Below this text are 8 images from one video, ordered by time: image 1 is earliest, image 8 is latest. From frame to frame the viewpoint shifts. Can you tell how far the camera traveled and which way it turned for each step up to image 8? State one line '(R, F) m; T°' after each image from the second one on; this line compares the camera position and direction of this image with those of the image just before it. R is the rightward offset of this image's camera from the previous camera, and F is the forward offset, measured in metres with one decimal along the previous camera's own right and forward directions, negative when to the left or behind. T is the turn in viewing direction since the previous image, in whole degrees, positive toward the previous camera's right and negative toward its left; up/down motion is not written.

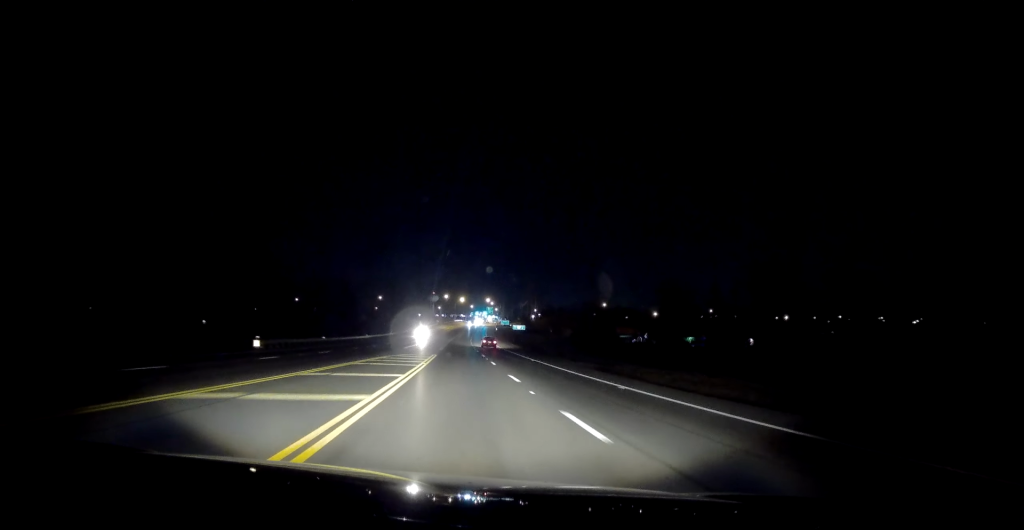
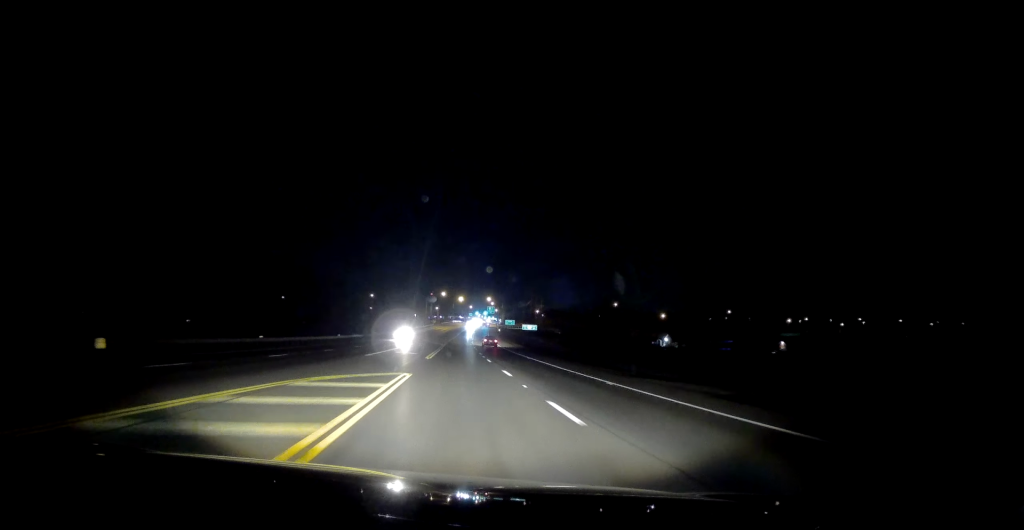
(0.0, +22.9) m; 0°
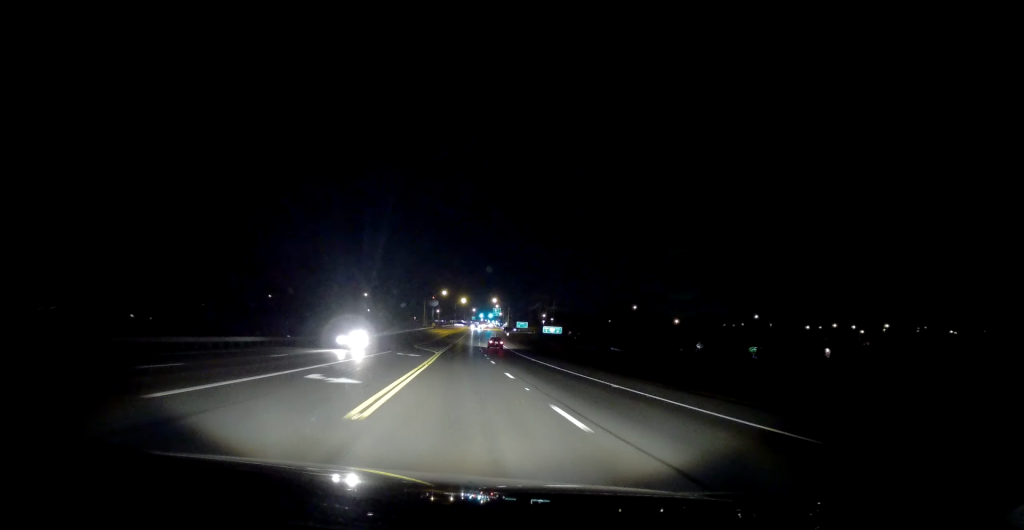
(0.0, +24.7) m; 0°
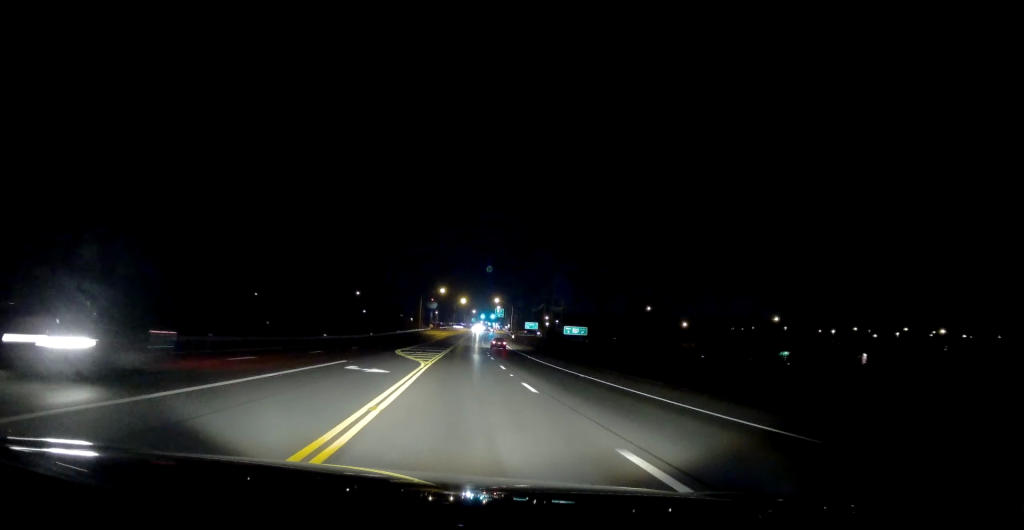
(0.0, +17.6) m; 0°
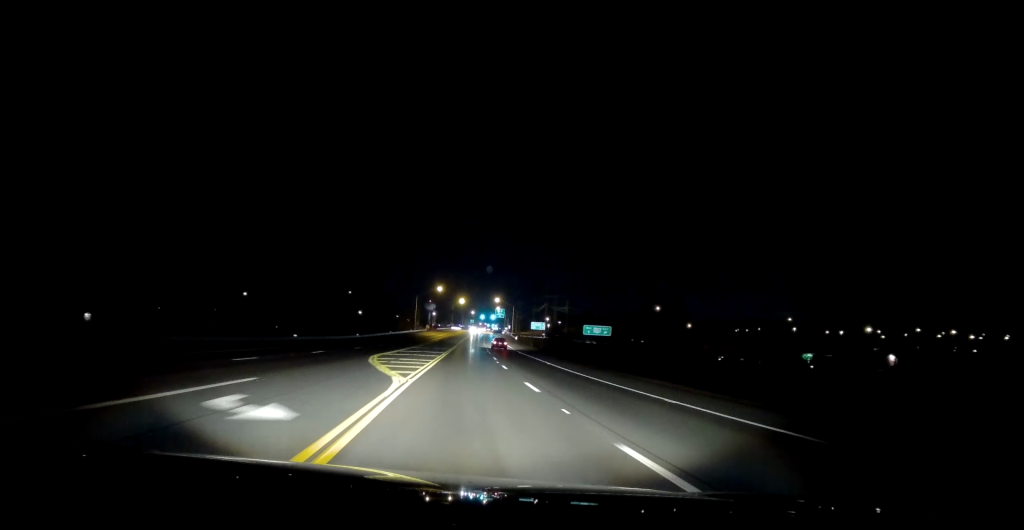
(0.0, +11.6) m; 0°
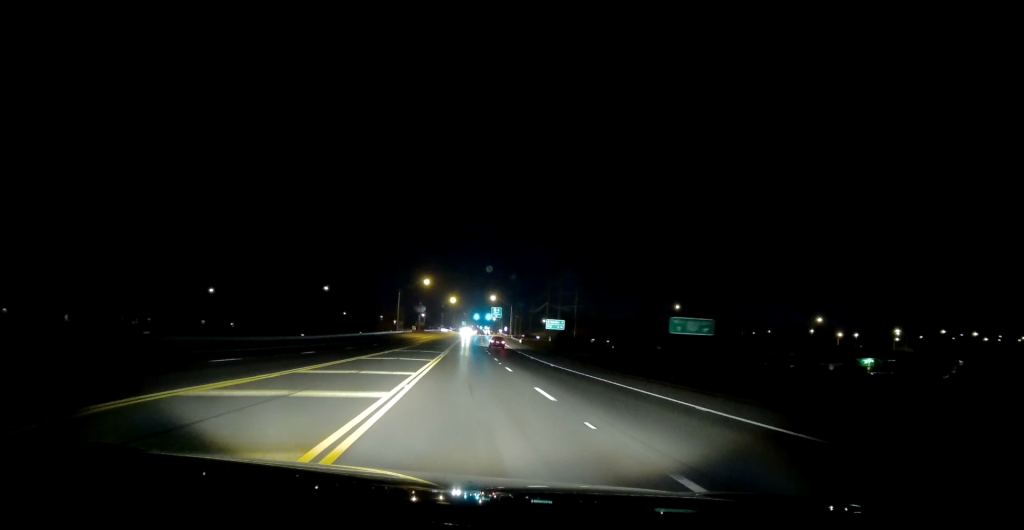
(0.0, +25.8) m; +1°
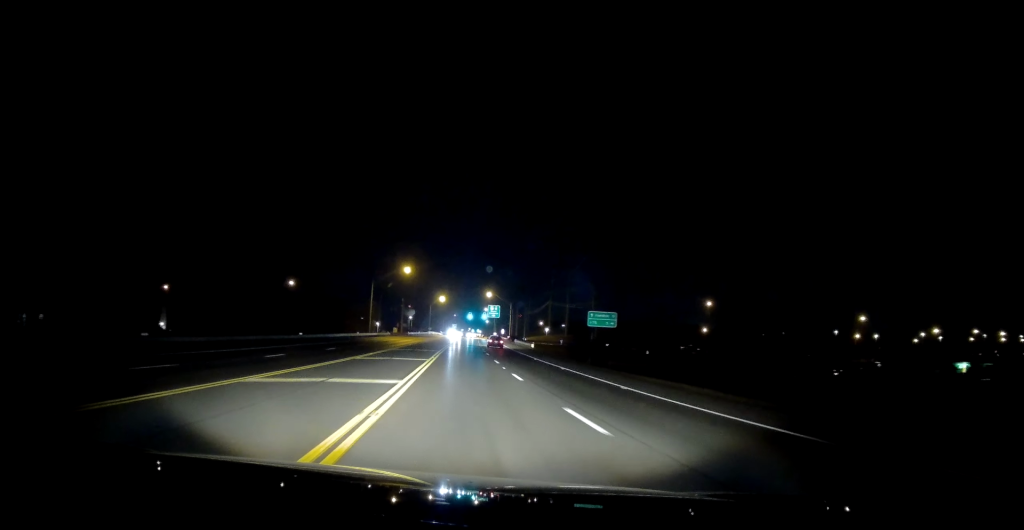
(+0.5, +29.2) m; +3°
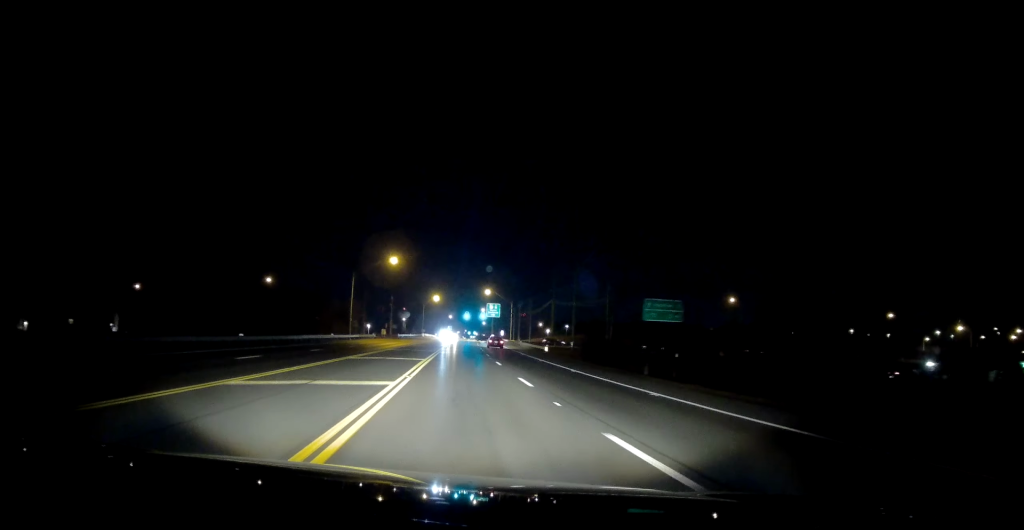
(+0.3, +15.7) m; +1°
